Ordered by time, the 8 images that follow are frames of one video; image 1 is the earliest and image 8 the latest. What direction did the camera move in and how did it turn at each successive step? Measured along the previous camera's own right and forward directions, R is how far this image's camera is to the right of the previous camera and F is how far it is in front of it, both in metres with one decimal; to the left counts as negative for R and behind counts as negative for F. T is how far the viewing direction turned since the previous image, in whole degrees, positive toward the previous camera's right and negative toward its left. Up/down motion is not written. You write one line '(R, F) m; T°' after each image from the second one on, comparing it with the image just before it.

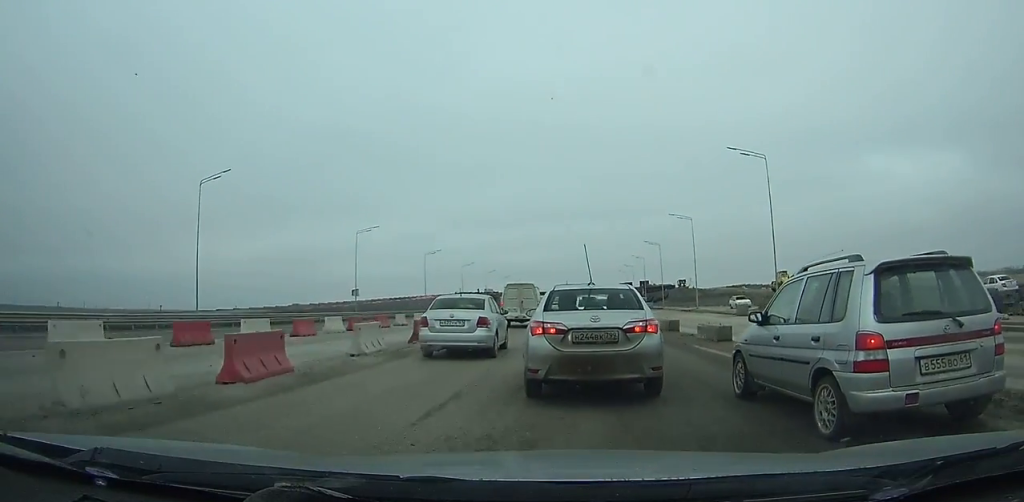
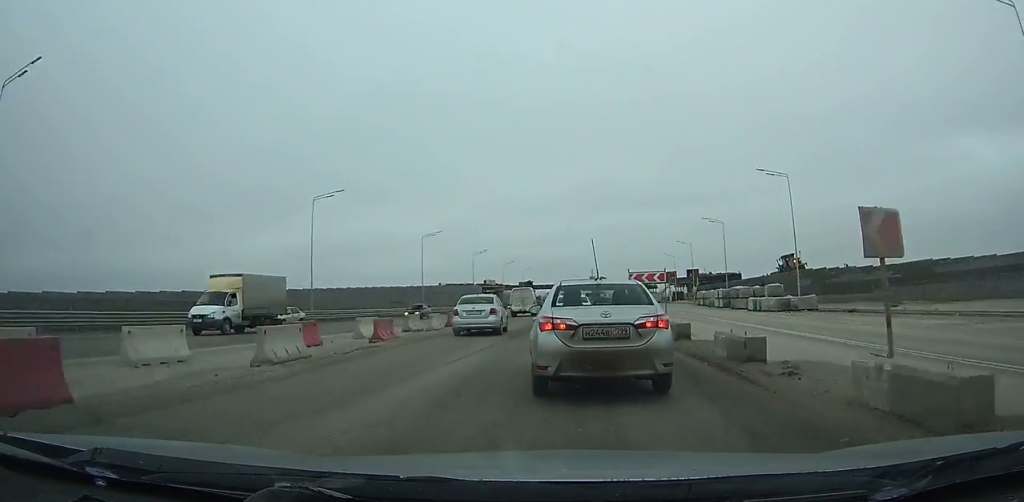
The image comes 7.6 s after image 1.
(-1.5, +58.2) m; -2°
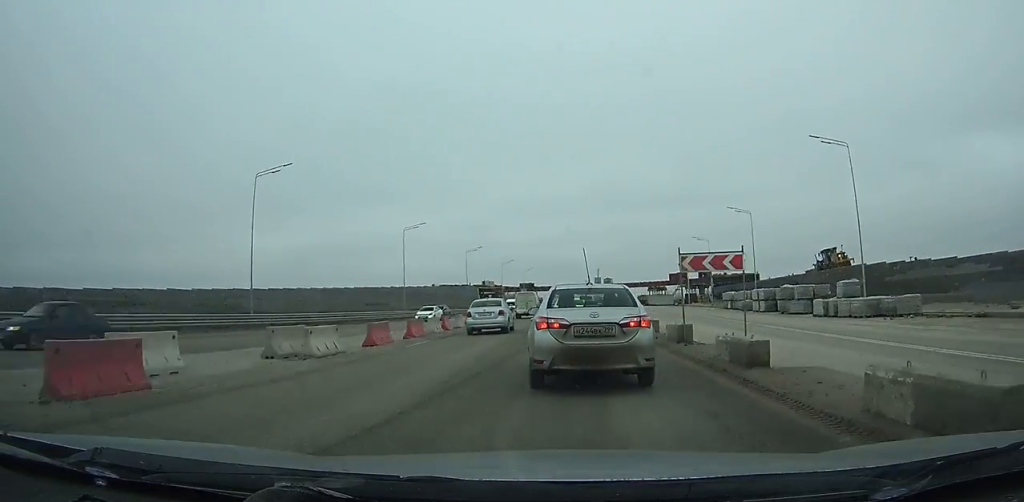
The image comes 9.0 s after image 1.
(0.0, +12.4) m; 0°
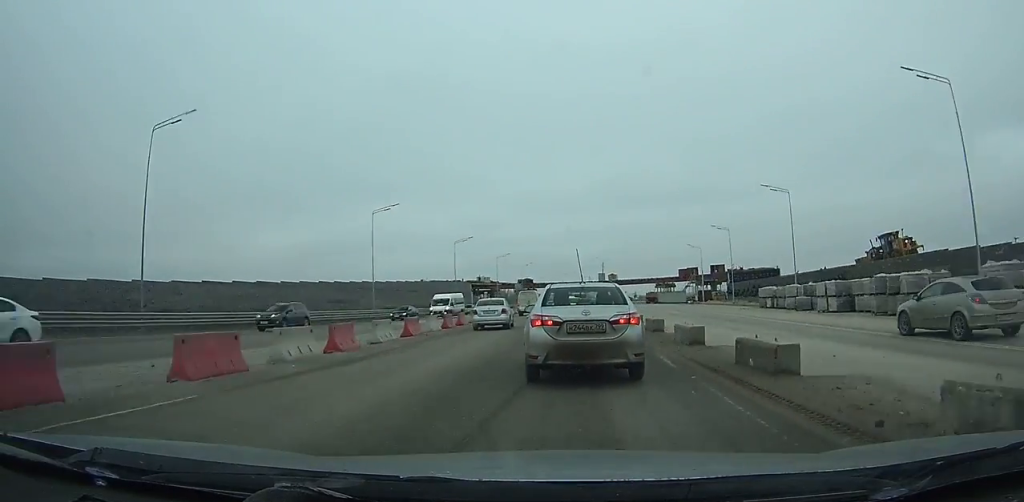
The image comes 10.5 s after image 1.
(0.0, +13.6) m; 0°
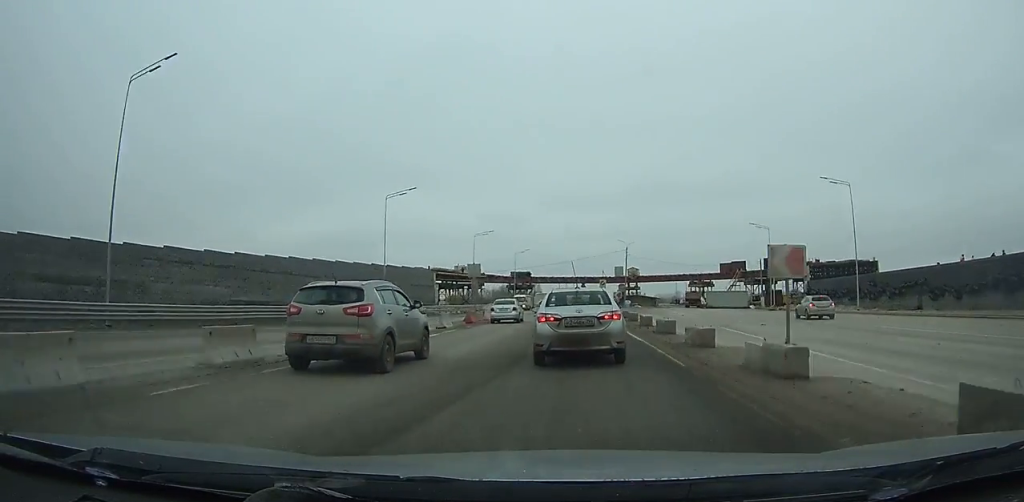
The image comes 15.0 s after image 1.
(-0.4, +42.0) m; 0°
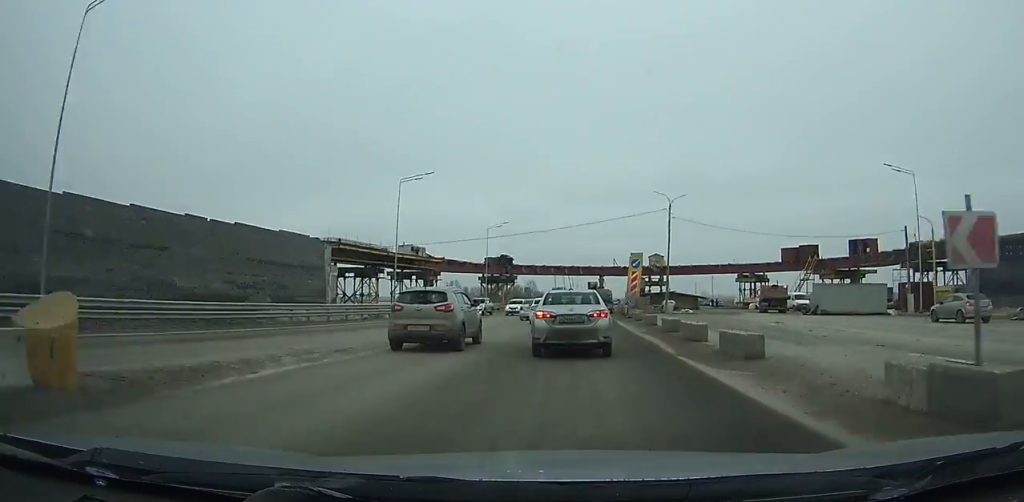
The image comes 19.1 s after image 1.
(+0.2, +38.8) m; +1°
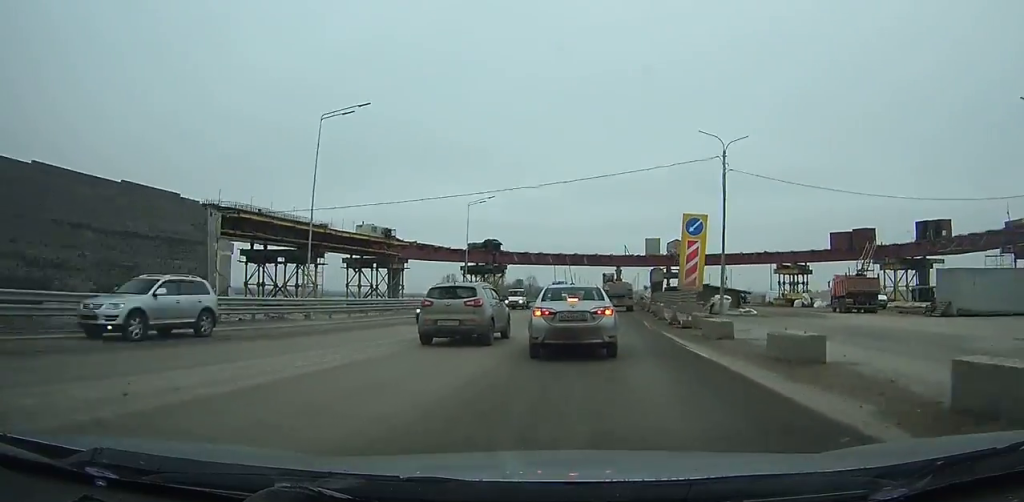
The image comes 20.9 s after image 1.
(0.0, +17.0) m; 0°
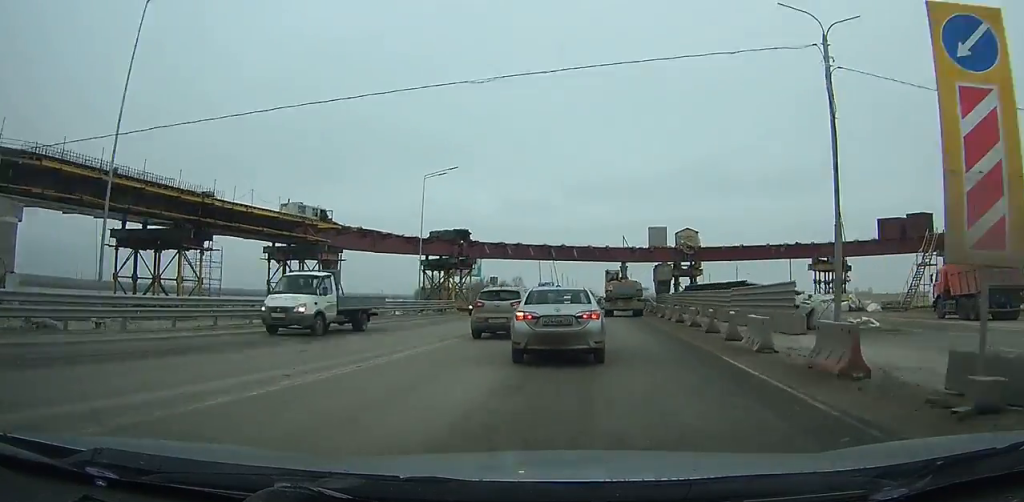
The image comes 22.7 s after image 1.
(+0.1, +17.5) m; +1°
